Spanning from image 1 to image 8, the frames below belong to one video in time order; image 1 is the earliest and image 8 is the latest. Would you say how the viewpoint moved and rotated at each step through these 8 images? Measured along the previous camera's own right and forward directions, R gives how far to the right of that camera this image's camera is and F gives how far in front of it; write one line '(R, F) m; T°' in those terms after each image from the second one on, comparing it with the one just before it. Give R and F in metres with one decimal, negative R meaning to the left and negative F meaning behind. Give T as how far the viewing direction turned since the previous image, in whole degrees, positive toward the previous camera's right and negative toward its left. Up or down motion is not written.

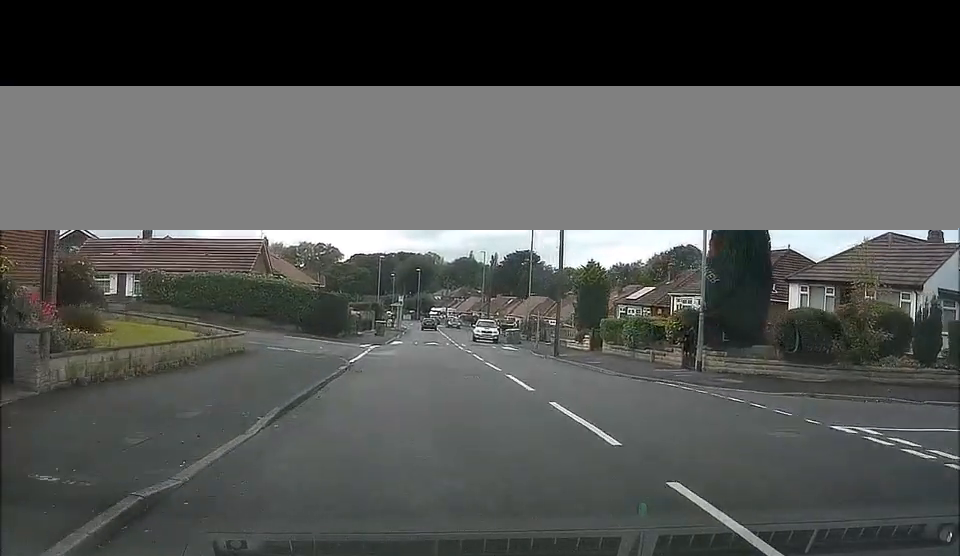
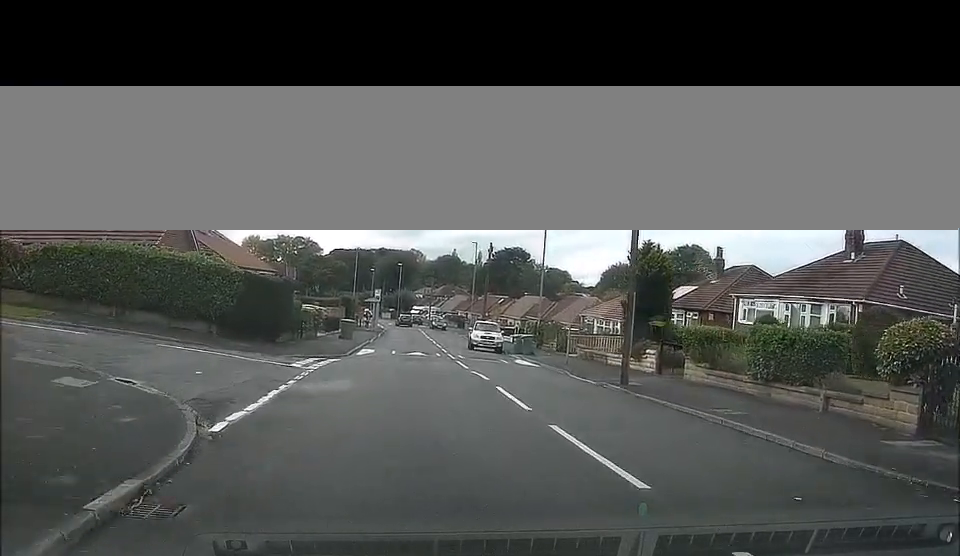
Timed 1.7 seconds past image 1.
(+0.1, +11.9) m; +3°
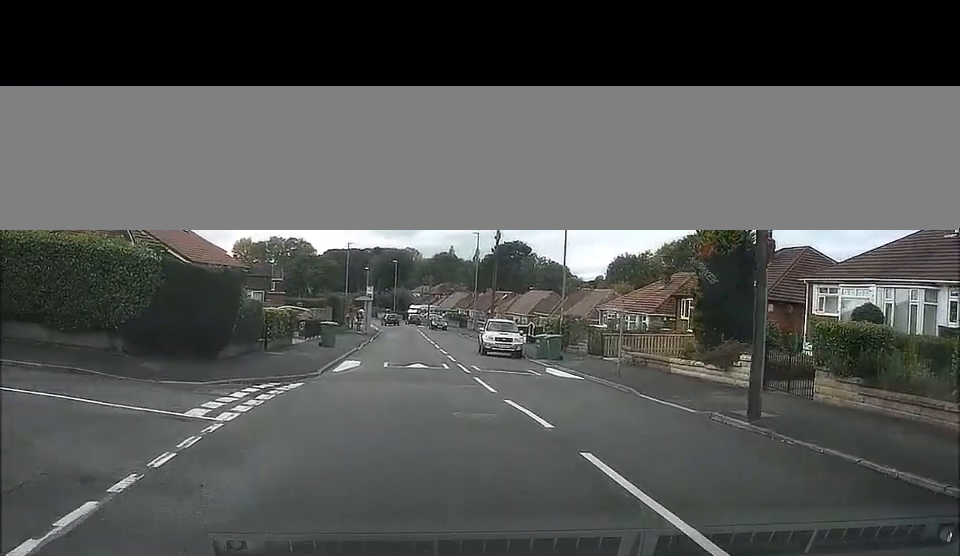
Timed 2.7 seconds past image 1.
(+0.4, +9.3) m; +5°
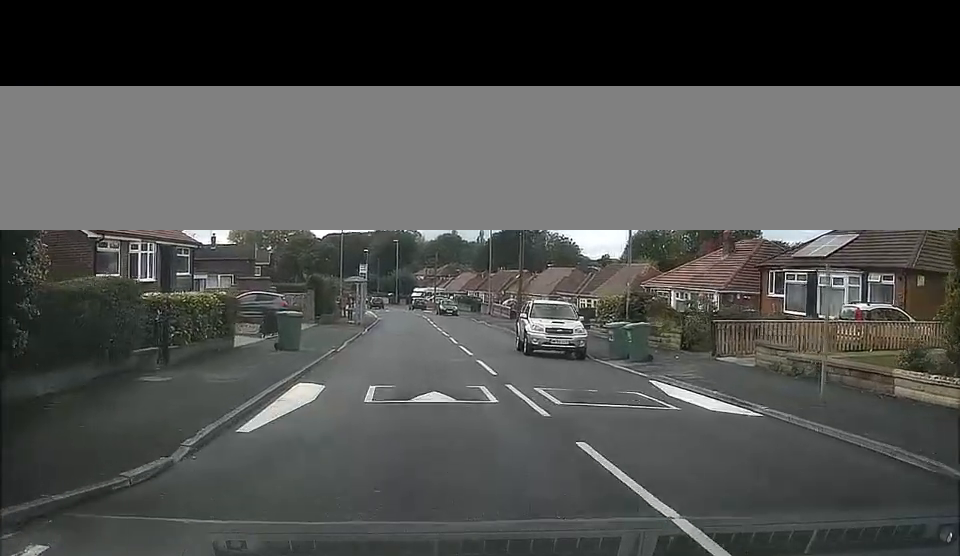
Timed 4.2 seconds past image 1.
(+0.4, +15.3) m; +5°
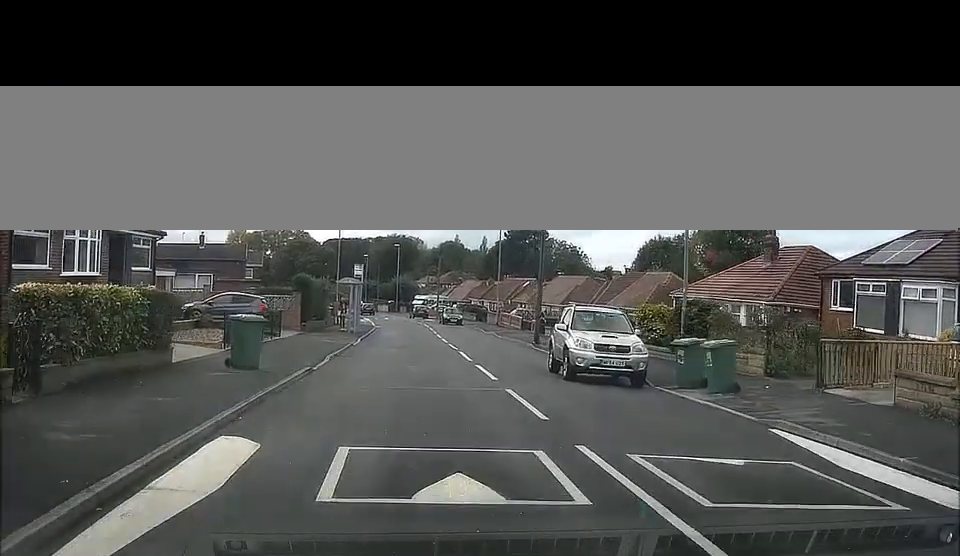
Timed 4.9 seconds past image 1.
(+0.6, +6.0) m; 0°
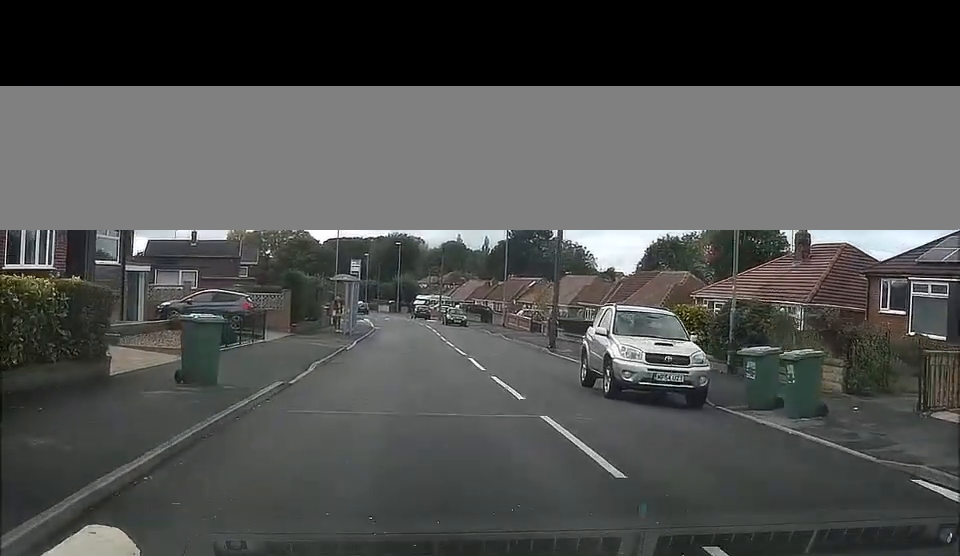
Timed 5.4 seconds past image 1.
(0.0, +3.8) m; -1°
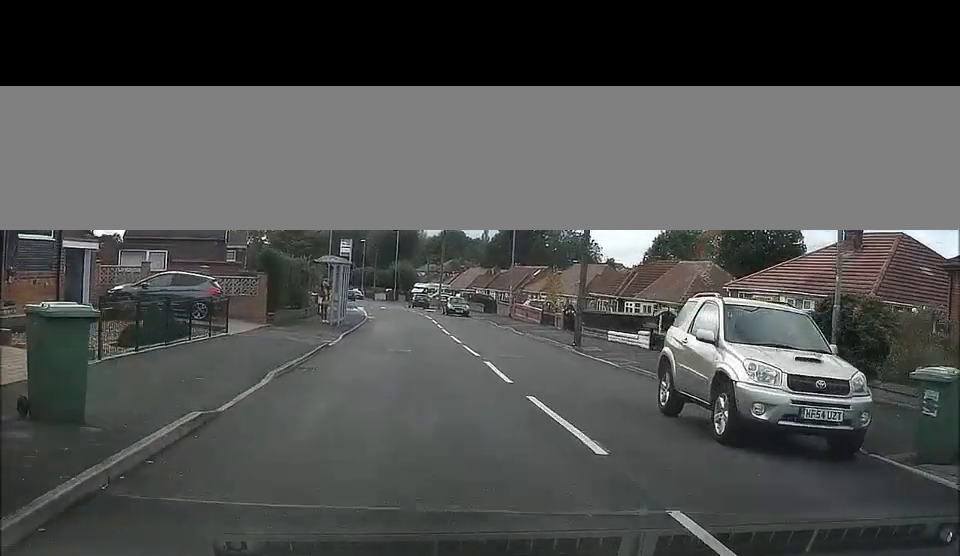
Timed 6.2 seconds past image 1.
(-0.5, +5.7) m; -3°
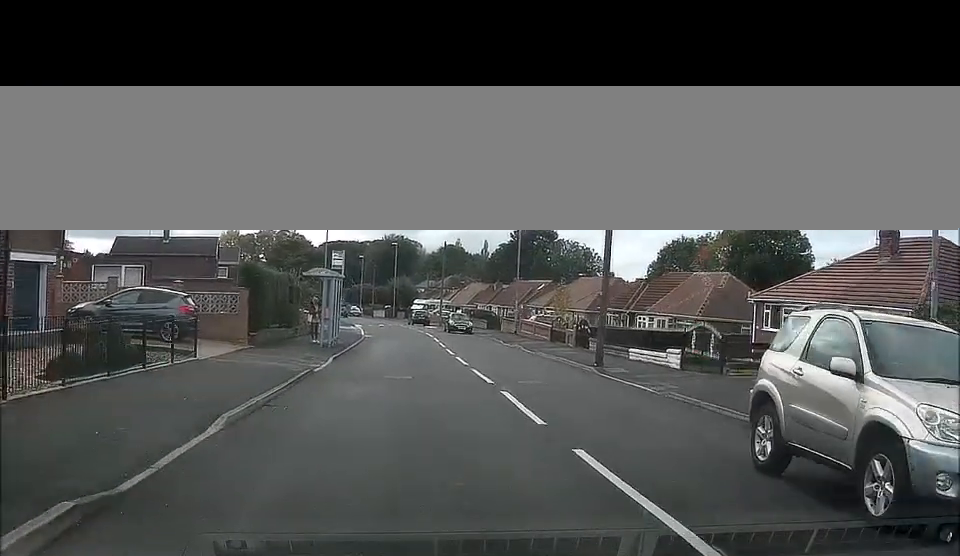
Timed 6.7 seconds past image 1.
(+0.2, +3.3) m; 0°
